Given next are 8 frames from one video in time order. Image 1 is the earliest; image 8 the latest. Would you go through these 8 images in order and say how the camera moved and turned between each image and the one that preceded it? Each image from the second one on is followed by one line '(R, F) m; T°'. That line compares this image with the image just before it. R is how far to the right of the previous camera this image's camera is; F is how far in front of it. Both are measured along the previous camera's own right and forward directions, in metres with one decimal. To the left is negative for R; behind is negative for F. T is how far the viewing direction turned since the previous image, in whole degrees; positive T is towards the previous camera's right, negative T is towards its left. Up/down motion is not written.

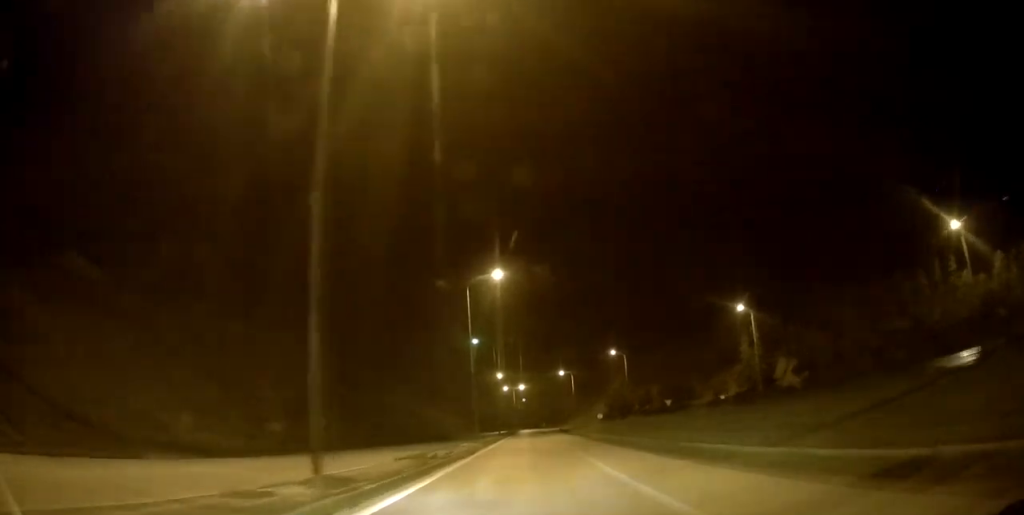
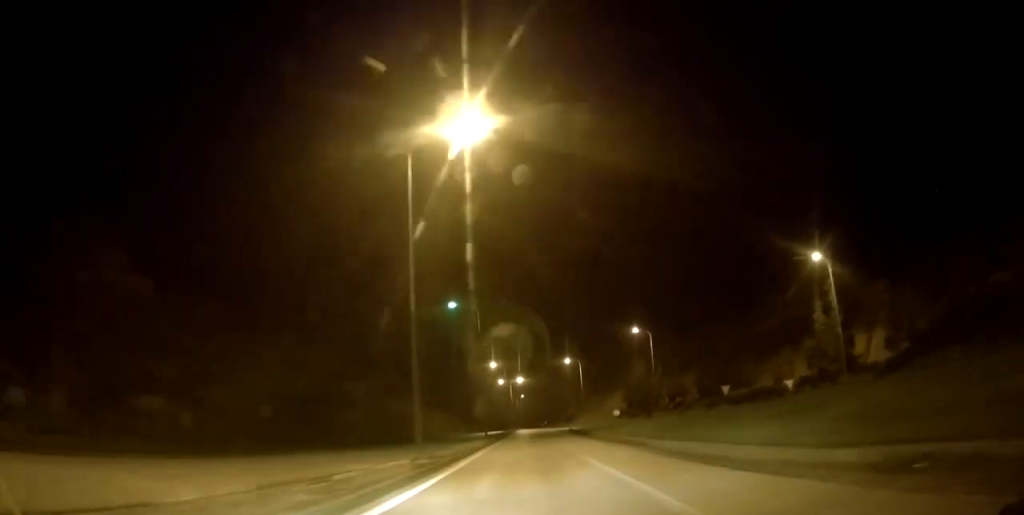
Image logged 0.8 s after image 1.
(-0.3, +22.0) m; 0°
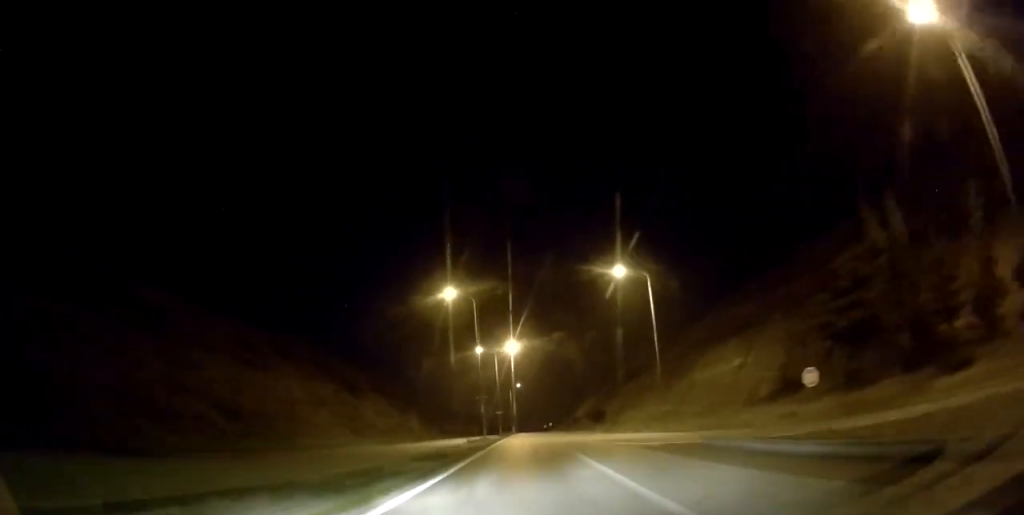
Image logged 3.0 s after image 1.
(+0.5, +63.5) m; +1°
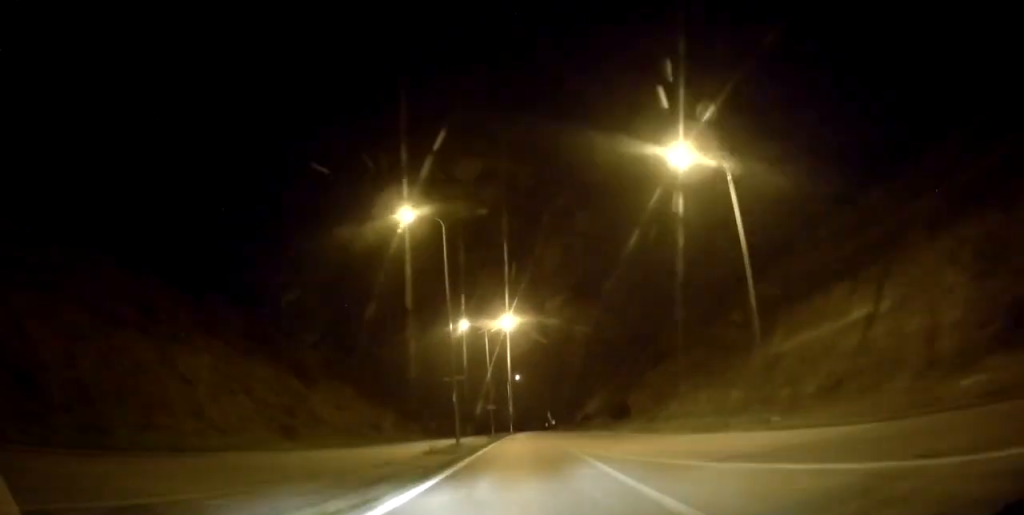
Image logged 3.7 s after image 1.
(0.0, +20.2) m; 0°
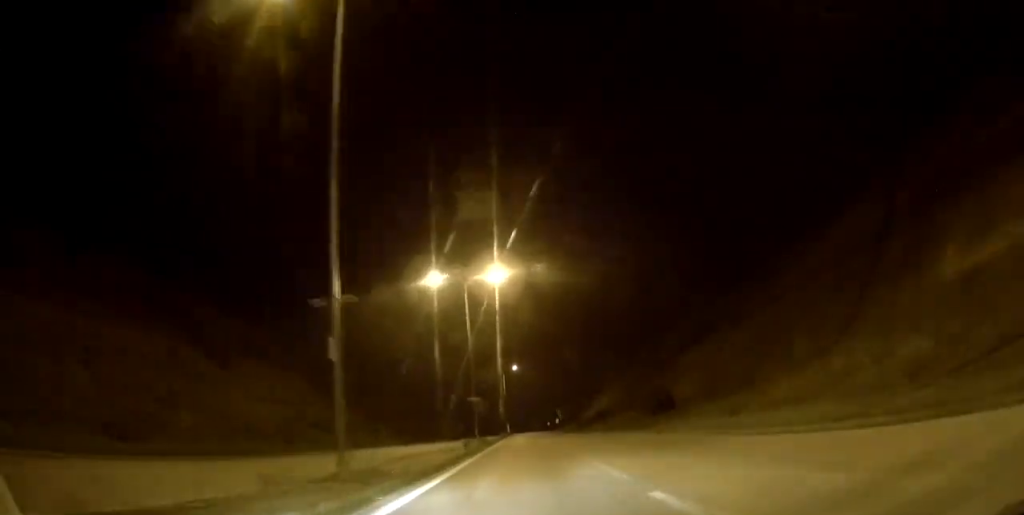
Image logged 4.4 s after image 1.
(+0.1, +19.7) m; 0°
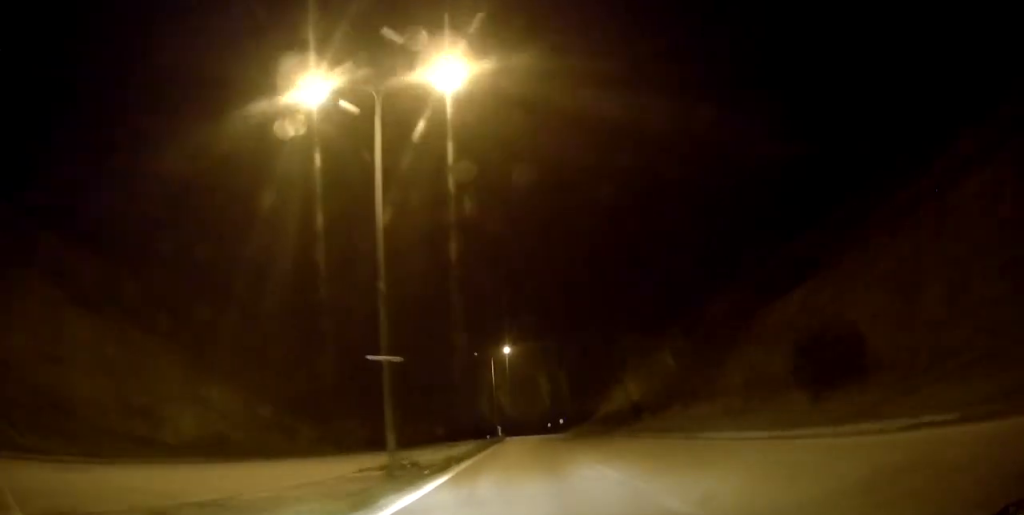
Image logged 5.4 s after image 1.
(+0.1, +26.4) m; 0°
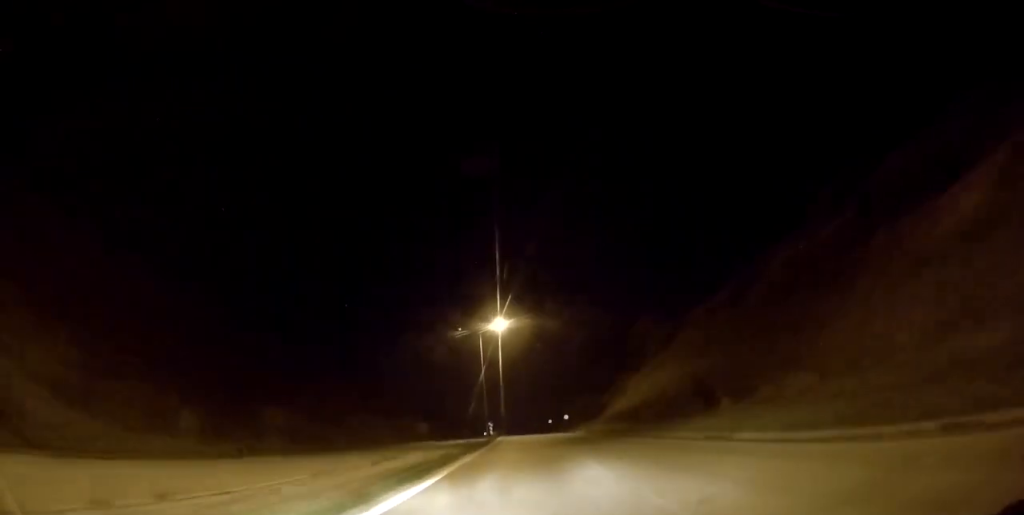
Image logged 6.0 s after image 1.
(-0.1, +17.2) m; 0°
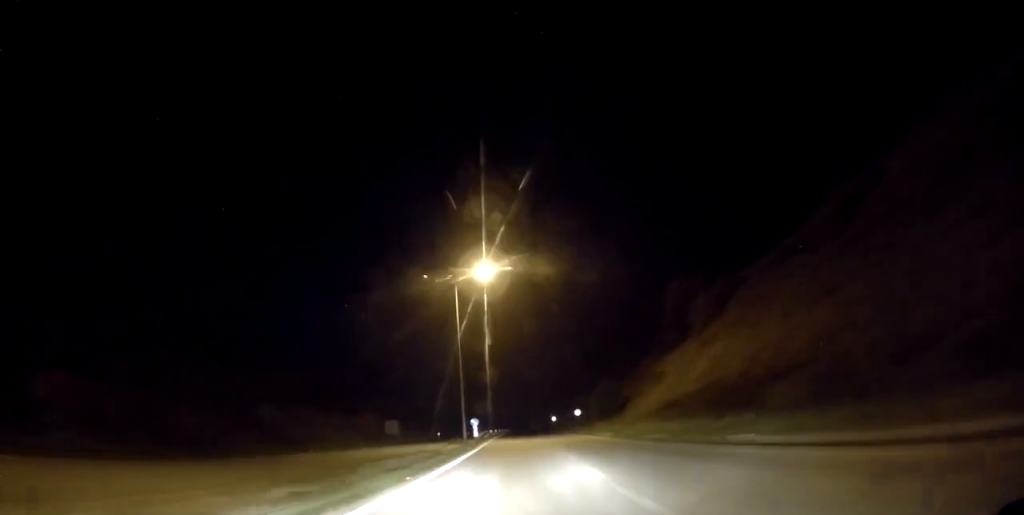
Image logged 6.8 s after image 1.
(0.0, +21.2) m; 0°
